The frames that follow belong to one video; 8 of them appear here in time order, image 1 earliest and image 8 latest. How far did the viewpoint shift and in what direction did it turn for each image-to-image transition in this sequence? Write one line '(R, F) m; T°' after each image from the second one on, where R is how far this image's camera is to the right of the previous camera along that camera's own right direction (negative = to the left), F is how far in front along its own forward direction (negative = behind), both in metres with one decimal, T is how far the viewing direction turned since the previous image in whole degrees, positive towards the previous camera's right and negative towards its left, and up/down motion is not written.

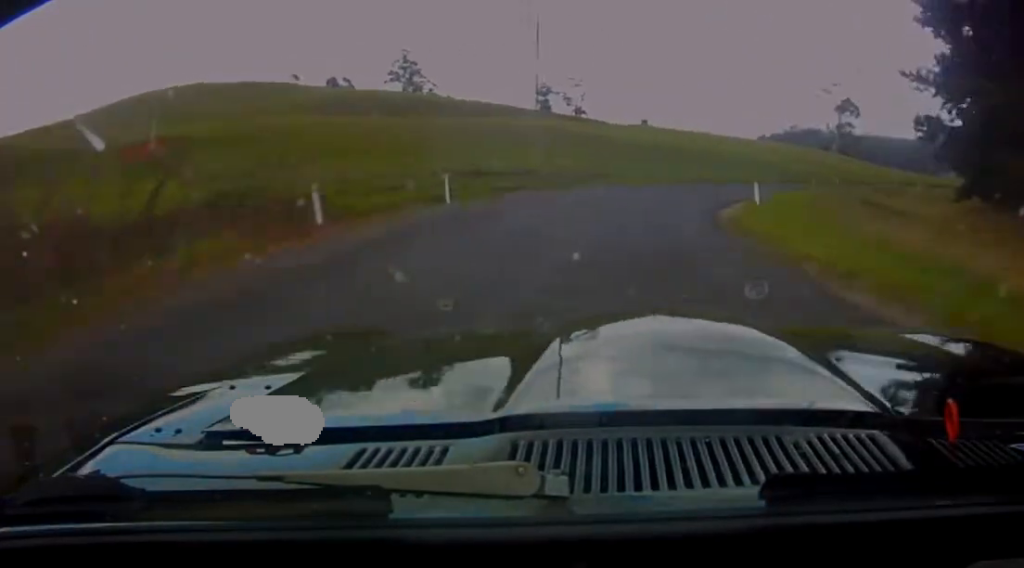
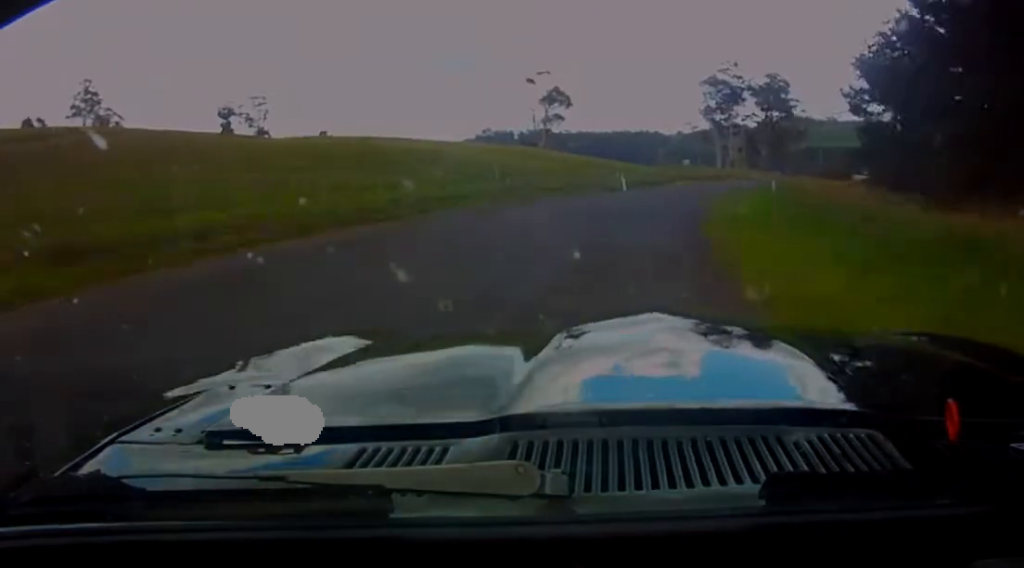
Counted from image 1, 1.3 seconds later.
(+7.1, +39.8) m; +18°
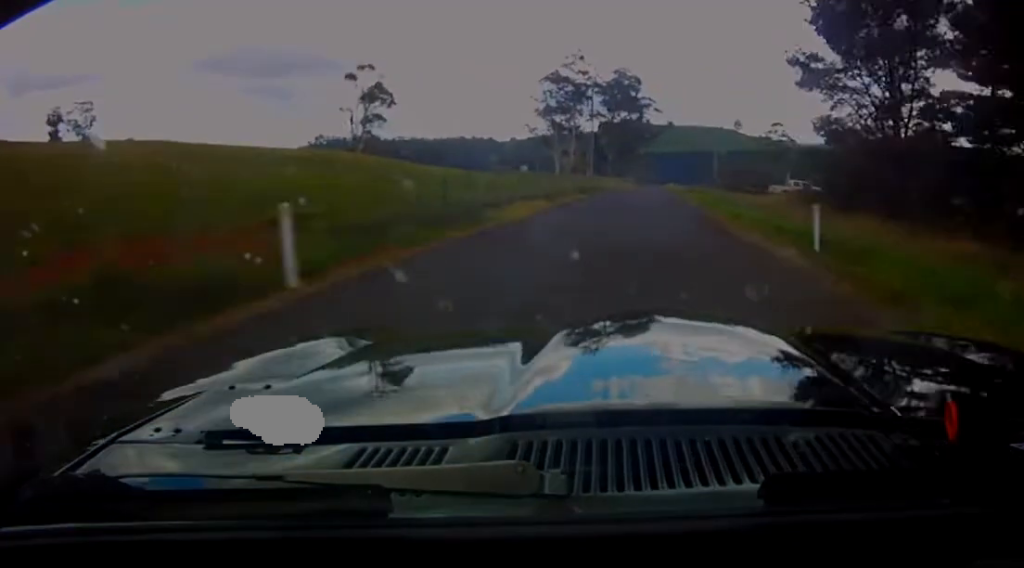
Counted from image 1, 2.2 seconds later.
(+2.8, +32.7) m; +7°
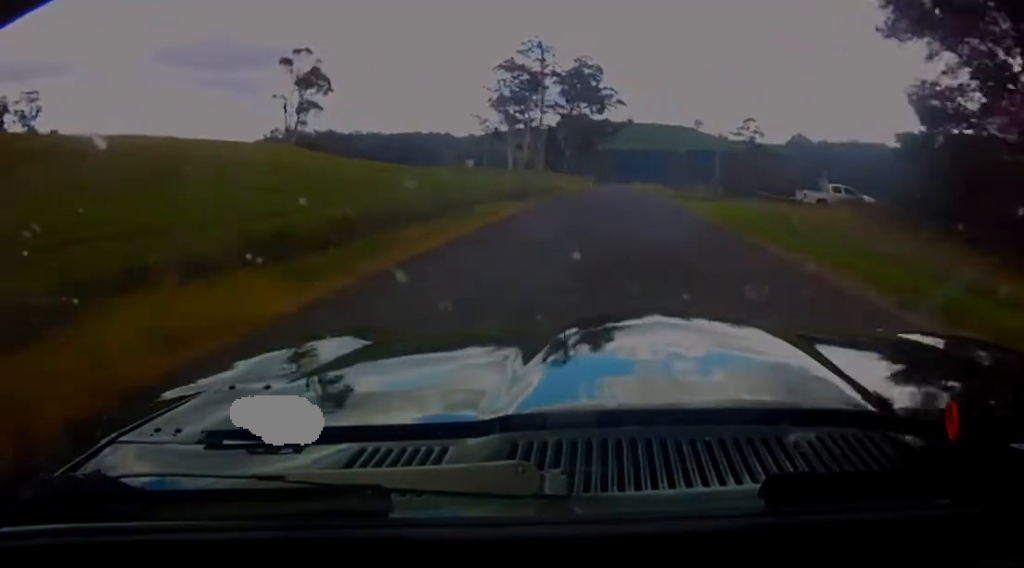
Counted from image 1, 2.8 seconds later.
(+0.8, +22.5) m; +2°
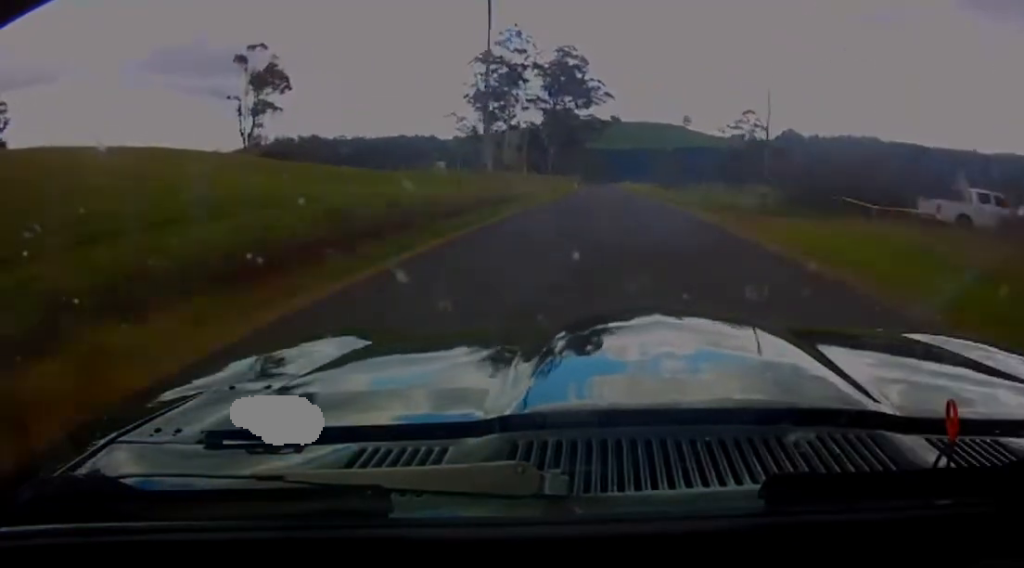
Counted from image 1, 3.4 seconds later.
(+0.3, +20.3) m; +1°
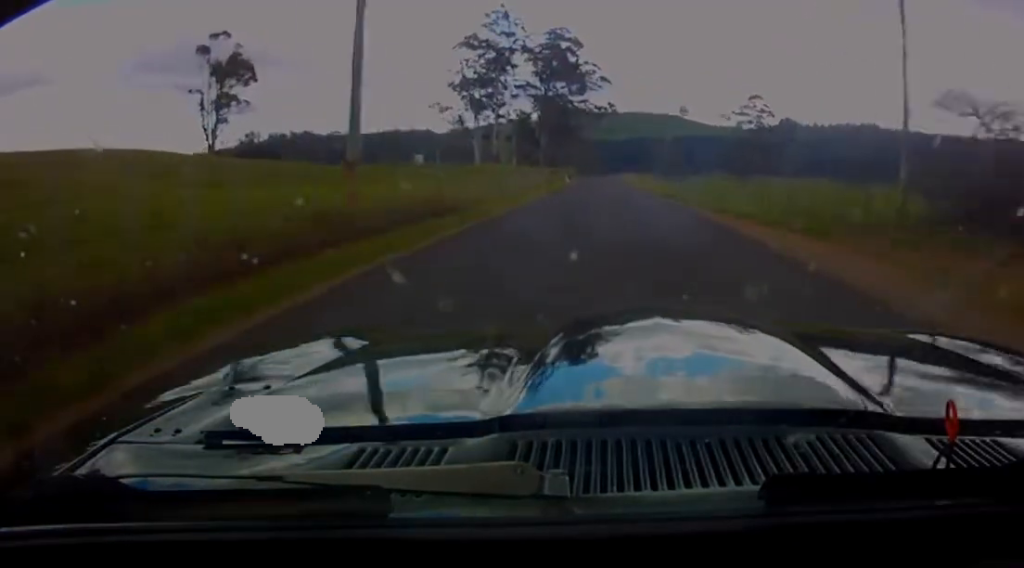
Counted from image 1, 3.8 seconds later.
(+0.1, +17.0) m; 0°
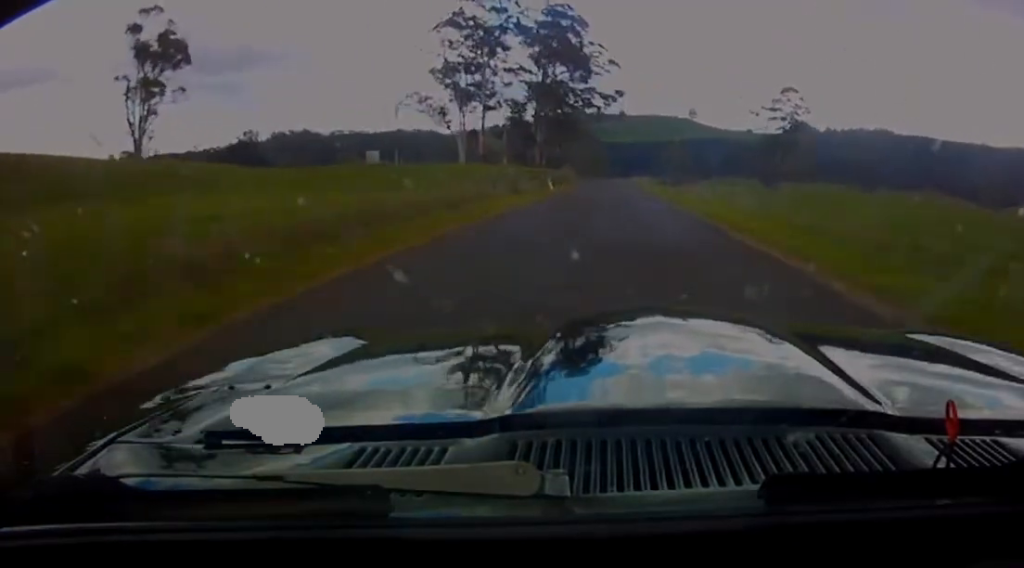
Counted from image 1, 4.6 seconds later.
(+0.1, +33.1) m; -1°
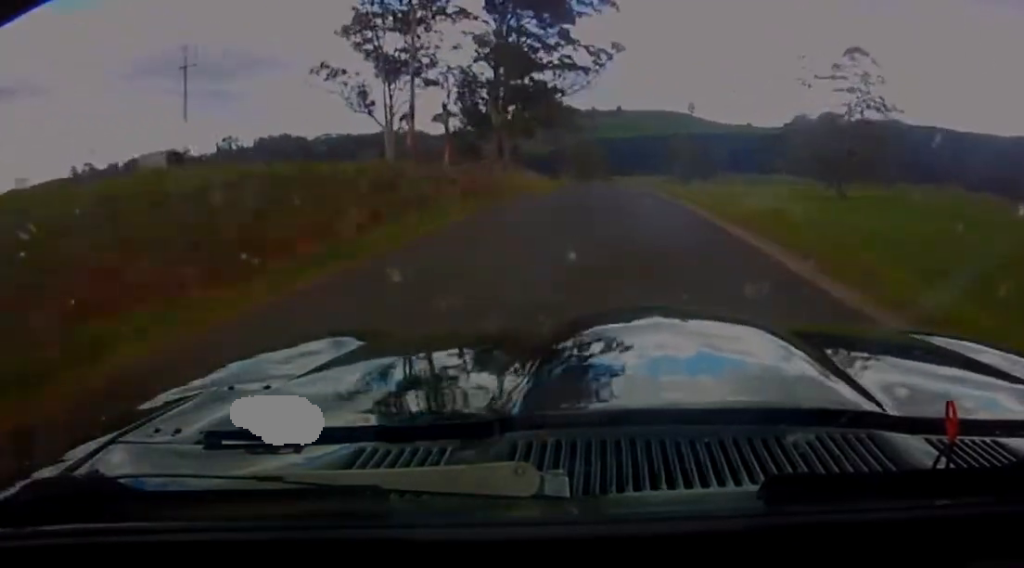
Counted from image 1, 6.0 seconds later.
(-0.9, +53.9) m; -2°
